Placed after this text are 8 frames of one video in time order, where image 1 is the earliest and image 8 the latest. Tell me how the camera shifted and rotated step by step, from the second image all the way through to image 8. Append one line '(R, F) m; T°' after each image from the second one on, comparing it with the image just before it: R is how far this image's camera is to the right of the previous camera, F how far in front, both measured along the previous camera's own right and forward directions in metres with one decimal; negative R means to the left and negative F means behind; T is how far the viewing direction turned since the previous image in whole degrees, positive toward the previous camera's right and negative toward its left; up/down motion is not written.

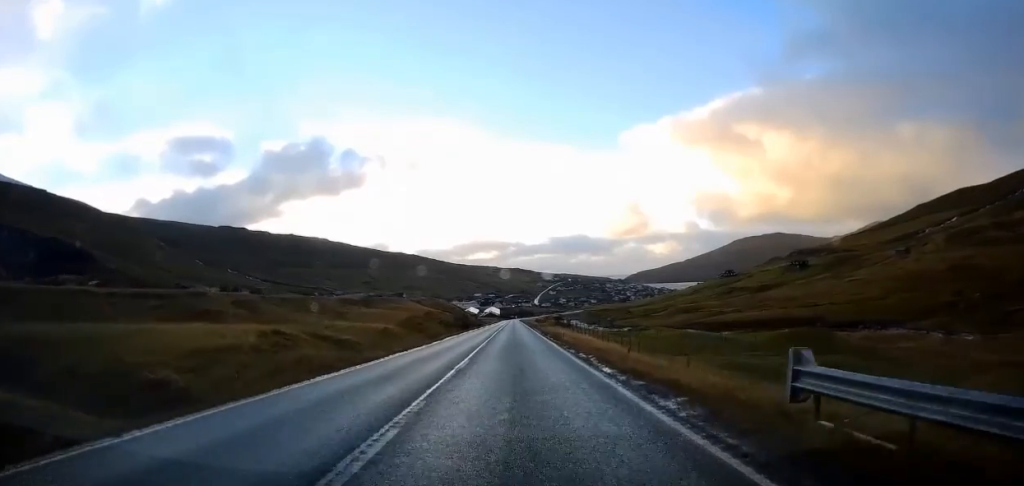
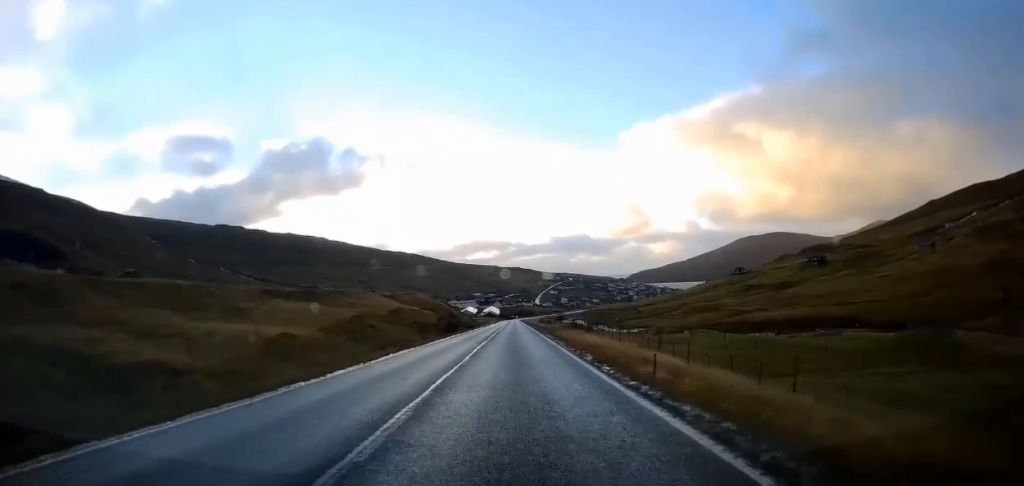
(+0.1, +22.4) m; 0°
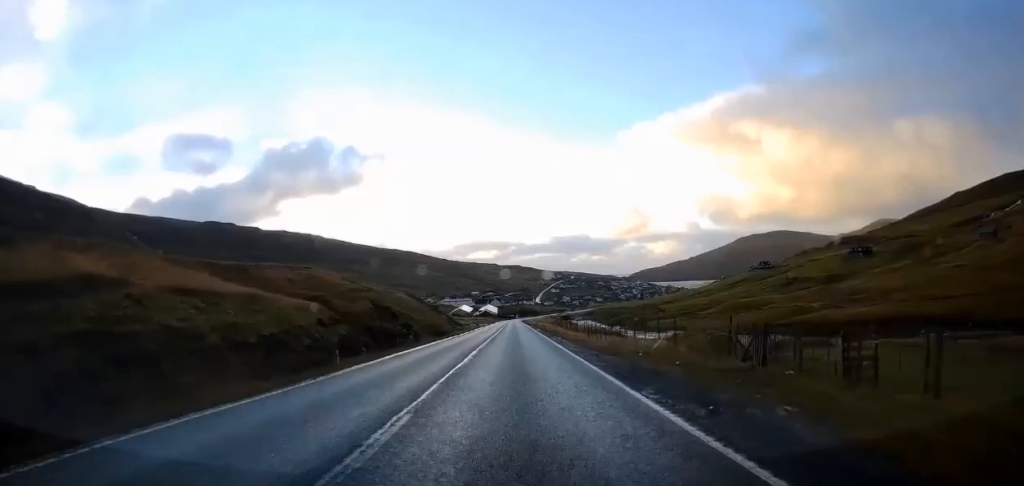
(-0.2, +48.2) m; 0°
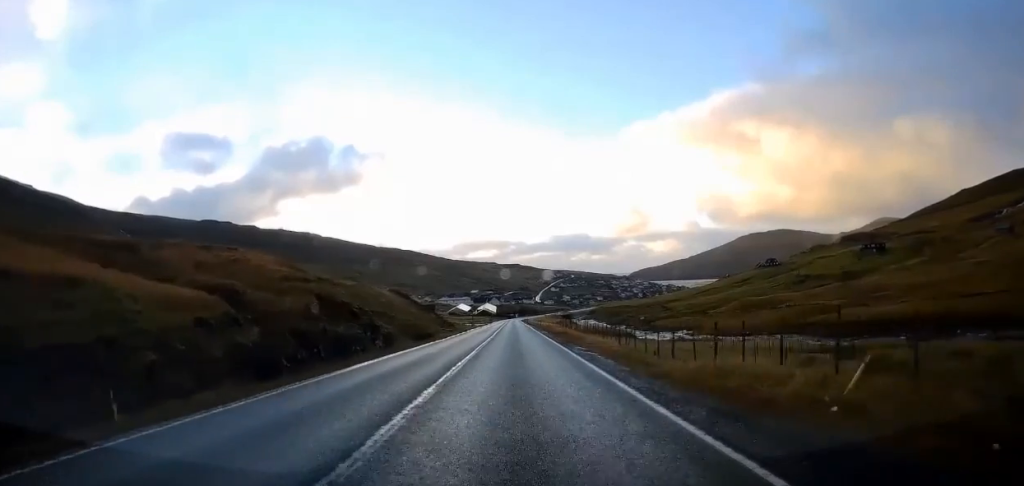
(+0.1, +12.7) m; 0°
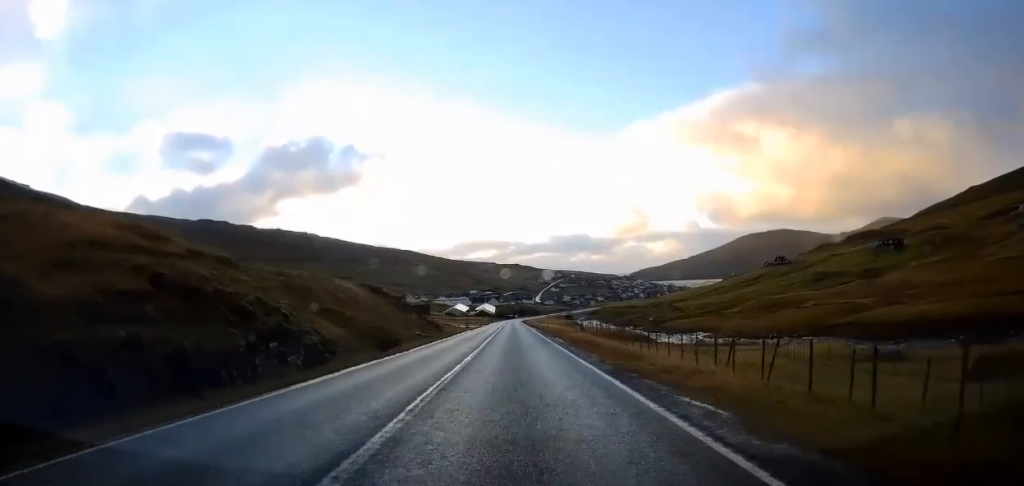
(+0.1, +15.4) m; 0°
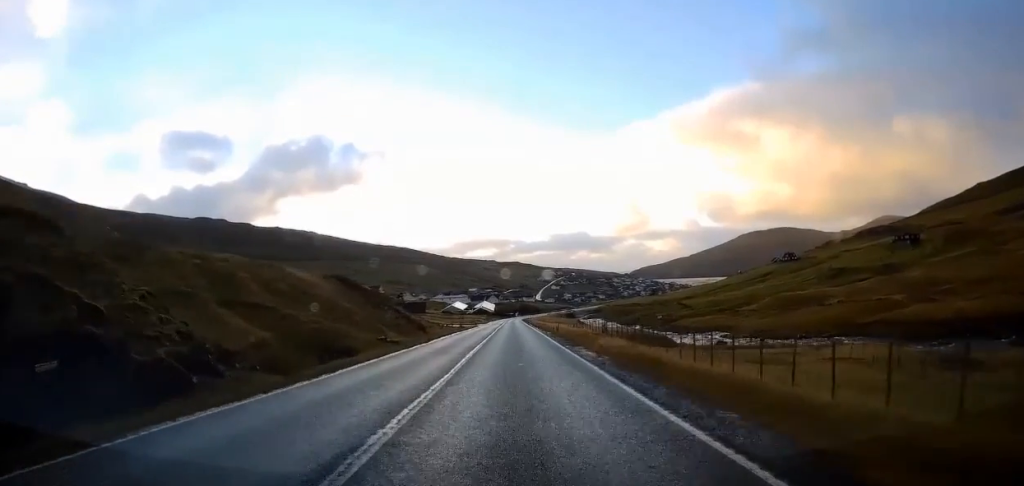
(-0.2, +13.3) m; -1°
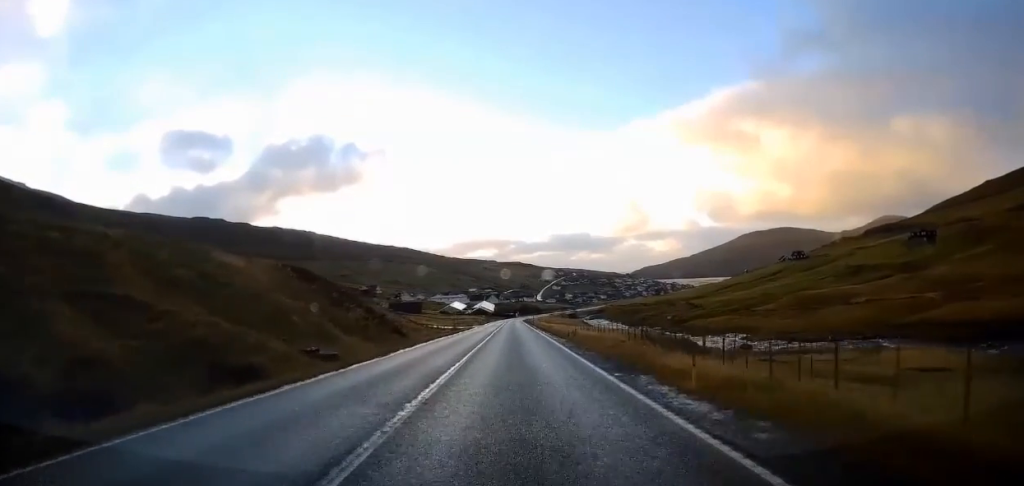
(-0.1, +12.5) m; 0°
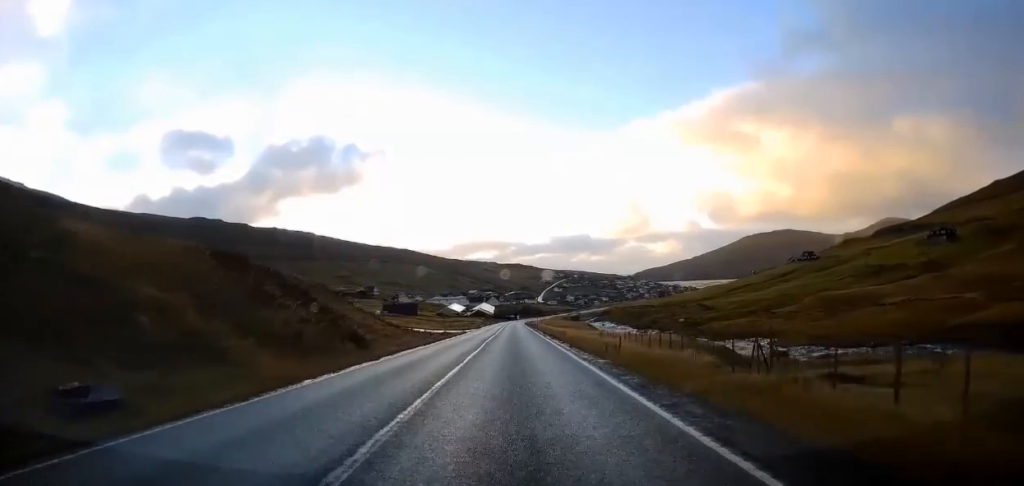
(0.0, +13.7) m; 0°
